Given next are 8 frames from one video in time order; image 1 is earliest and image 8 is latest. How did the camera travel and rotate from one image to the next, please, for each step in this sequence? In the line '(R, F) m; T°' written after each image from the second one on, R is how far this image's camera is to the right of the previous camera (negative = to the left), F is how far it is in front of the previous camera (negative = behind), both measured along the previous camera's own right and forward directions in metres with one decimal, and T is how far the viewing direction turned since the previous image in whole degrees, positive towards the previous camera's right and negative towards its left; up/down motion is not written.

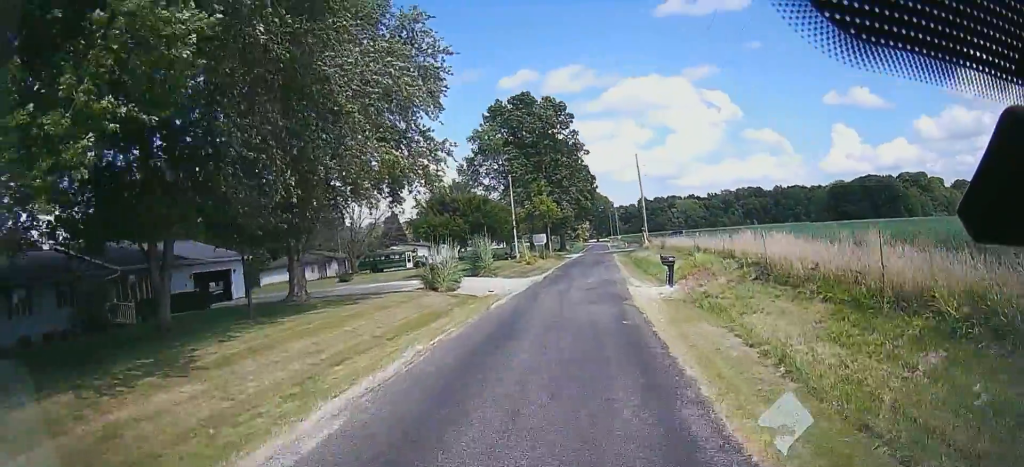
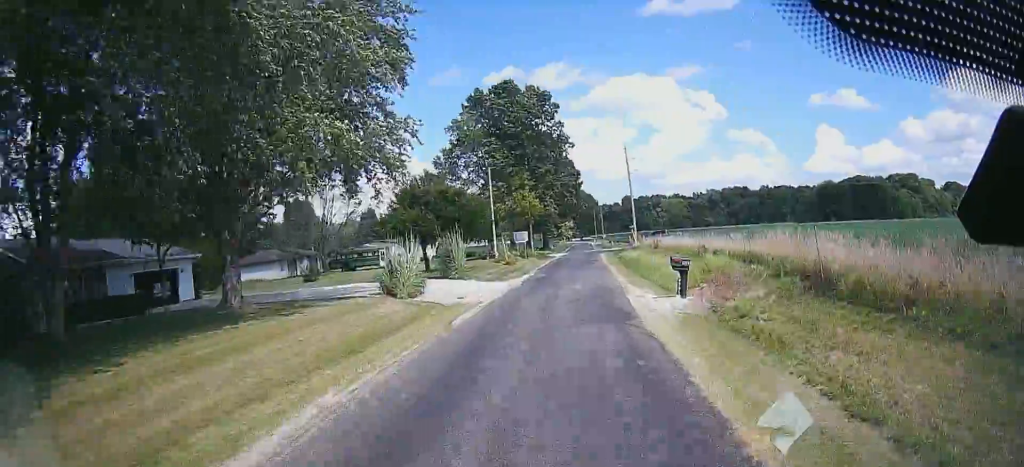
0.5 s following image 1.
(0.0, +5.7) m; 0°
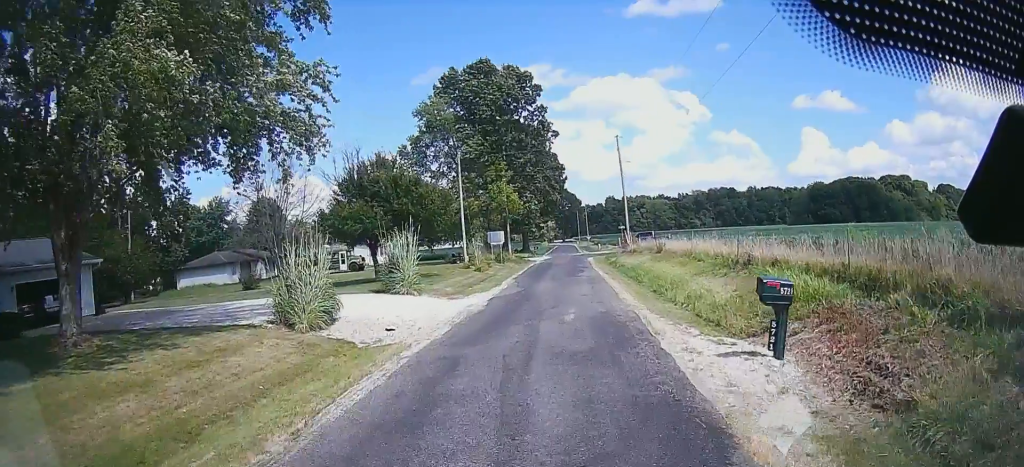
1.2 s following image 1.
(0.0, +9.3) m; +2°
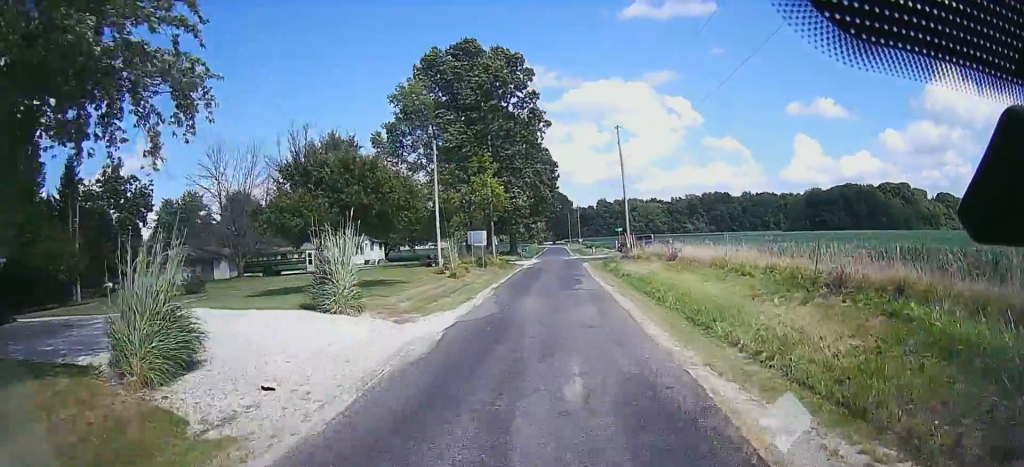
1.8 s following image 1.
(-0.1, +7.3) m; +2°
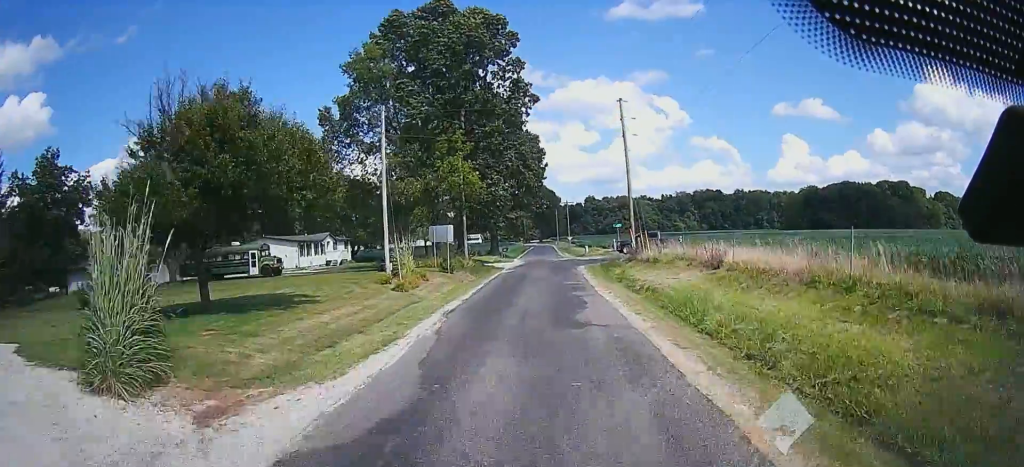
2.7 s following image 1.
(+0.6, +10.7) m; +3°
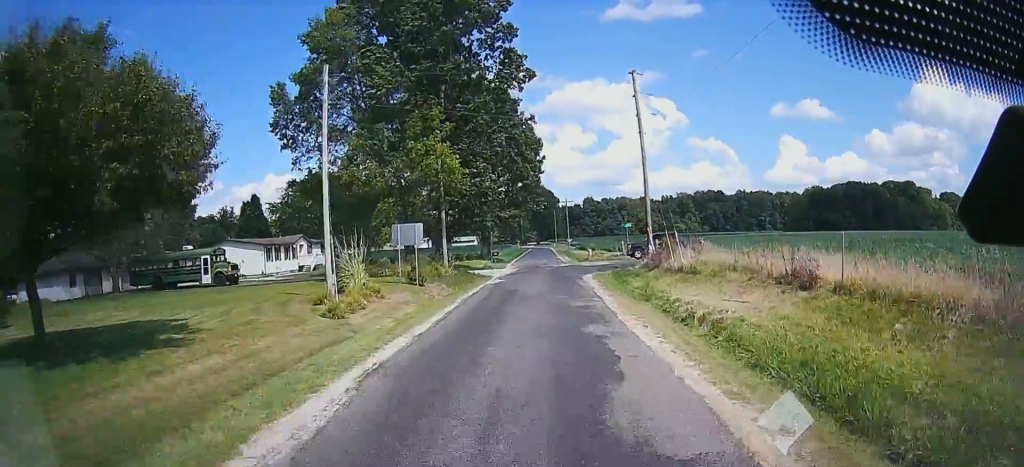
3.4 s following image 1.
(0.0, +8.3) m; 0°
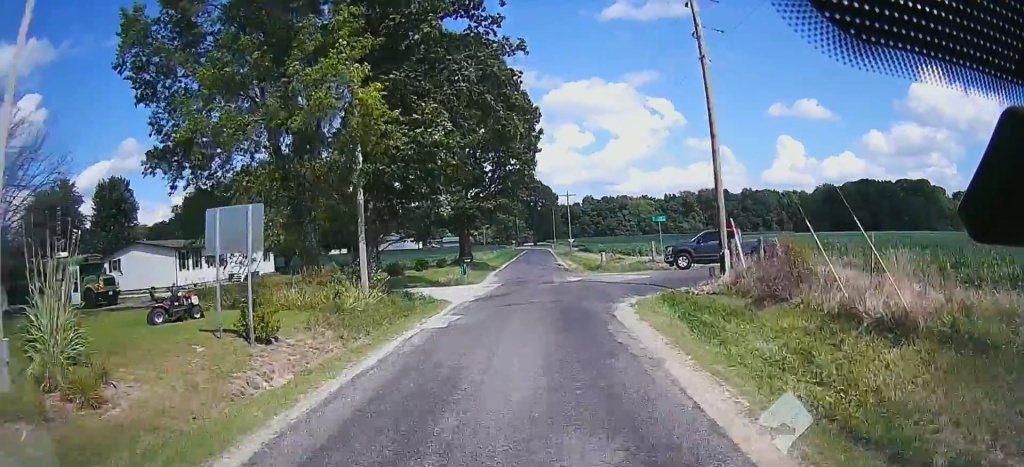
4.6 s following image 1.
(0.0, +15.7) m; 0°
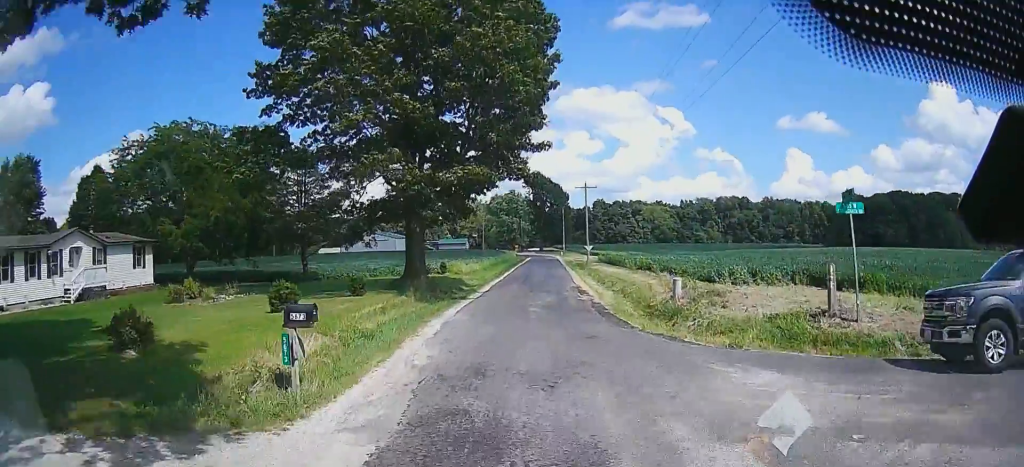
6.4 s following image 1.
(0.0, +22.1) m; 0°
